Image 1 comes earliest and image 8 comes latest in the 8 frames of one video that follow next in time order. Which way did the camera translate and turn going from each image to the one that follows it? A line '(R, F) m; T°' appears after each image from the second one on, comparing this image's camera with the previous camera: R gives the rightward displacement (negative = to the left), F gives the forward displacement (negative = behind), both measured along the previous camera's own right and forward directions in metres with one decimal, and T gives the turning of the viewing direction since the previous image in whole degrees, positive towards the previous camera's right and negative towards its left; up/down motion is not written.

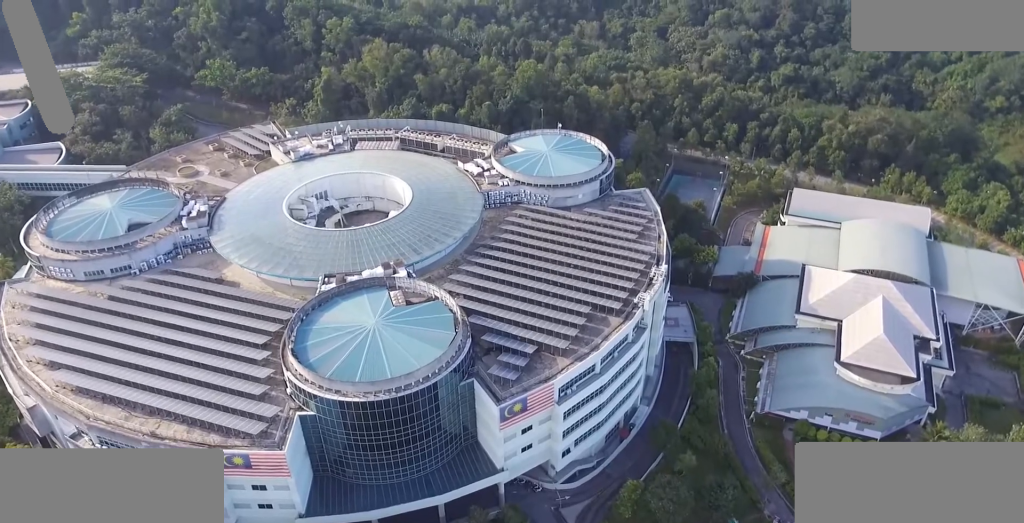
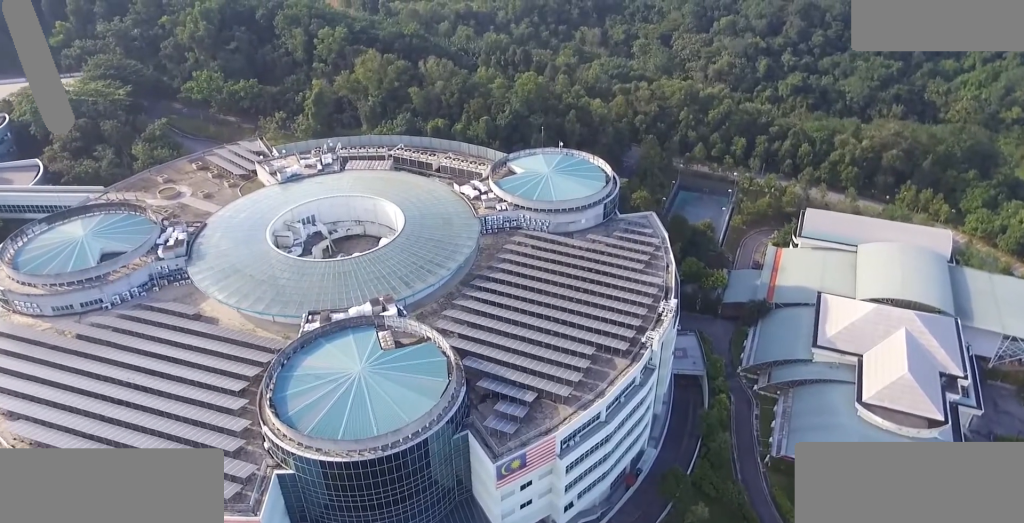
(0.0, +11.8) m; 0°
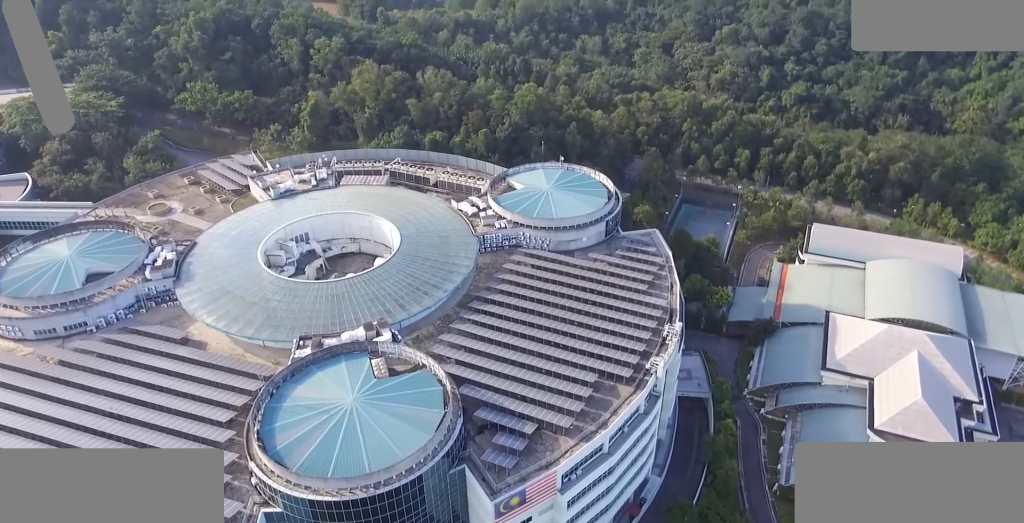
(0.0, +5.5) m; 0°
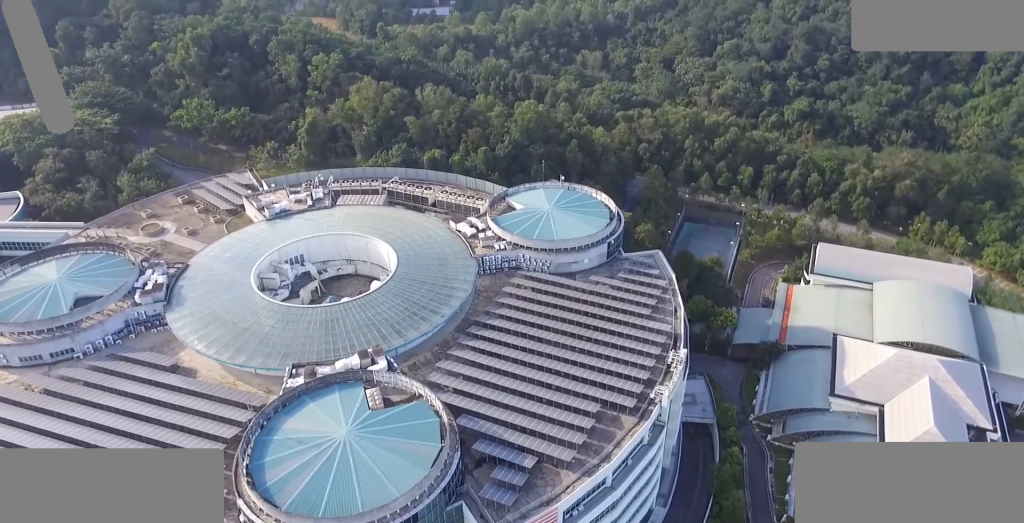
(0.0, +4.7) m; 0°
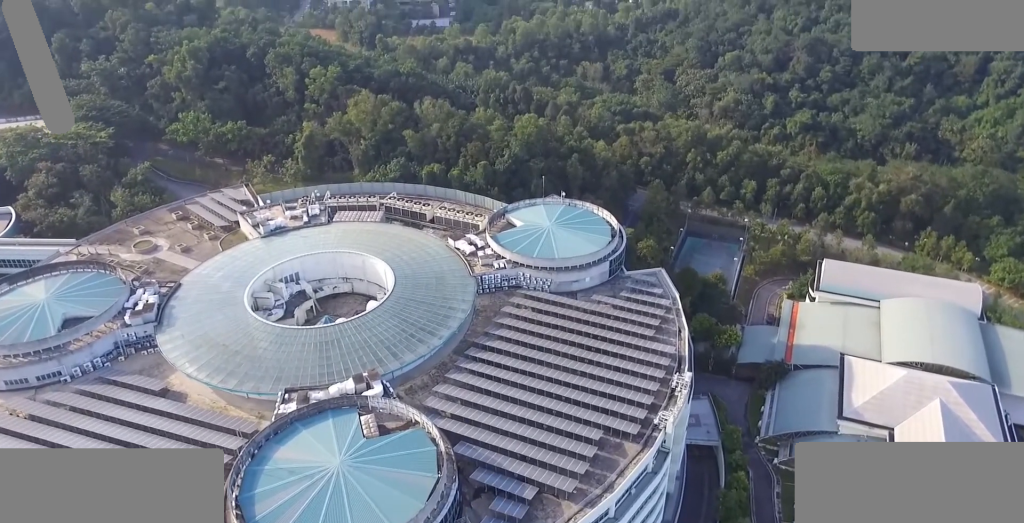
(0.0, +3.9) m; 0°
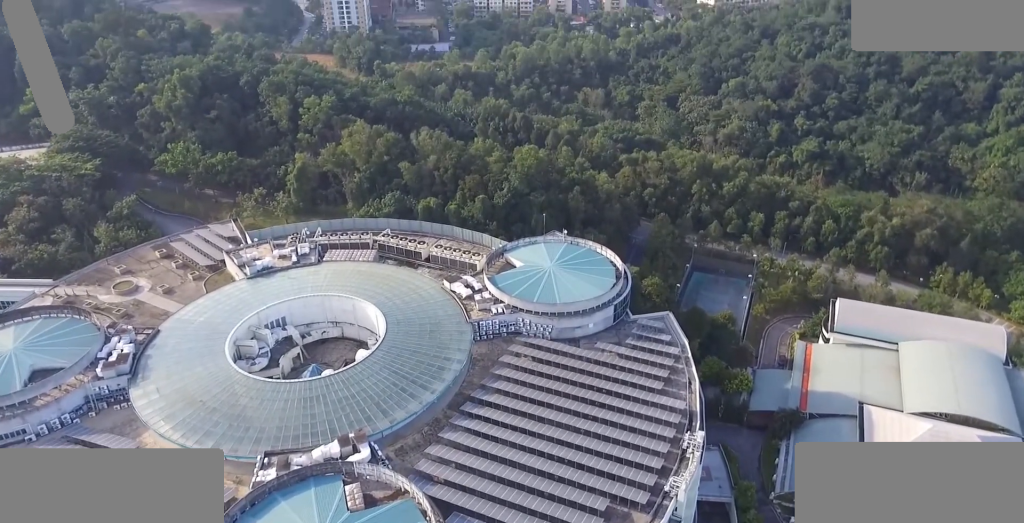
(0.0, +9.8) m; 0°
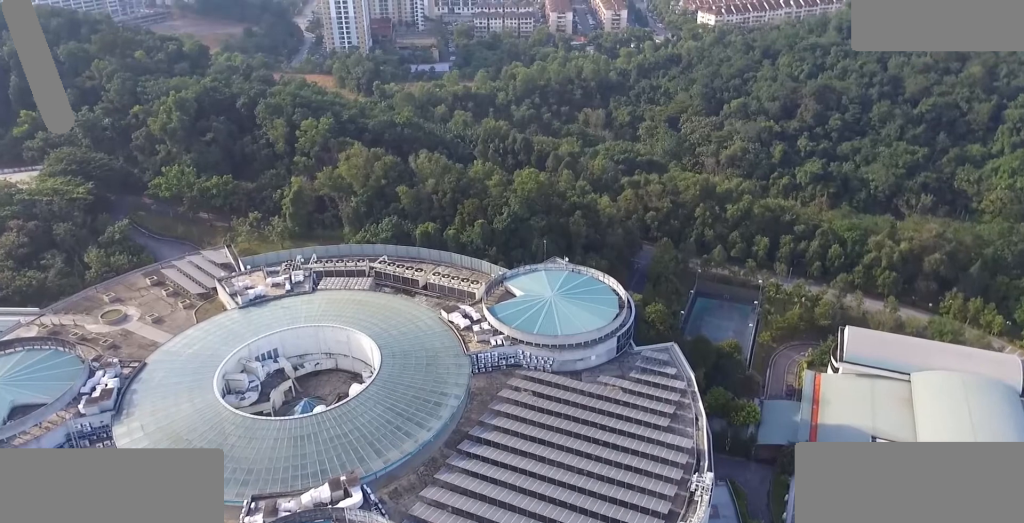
(0.0, +5.5) m; 0°
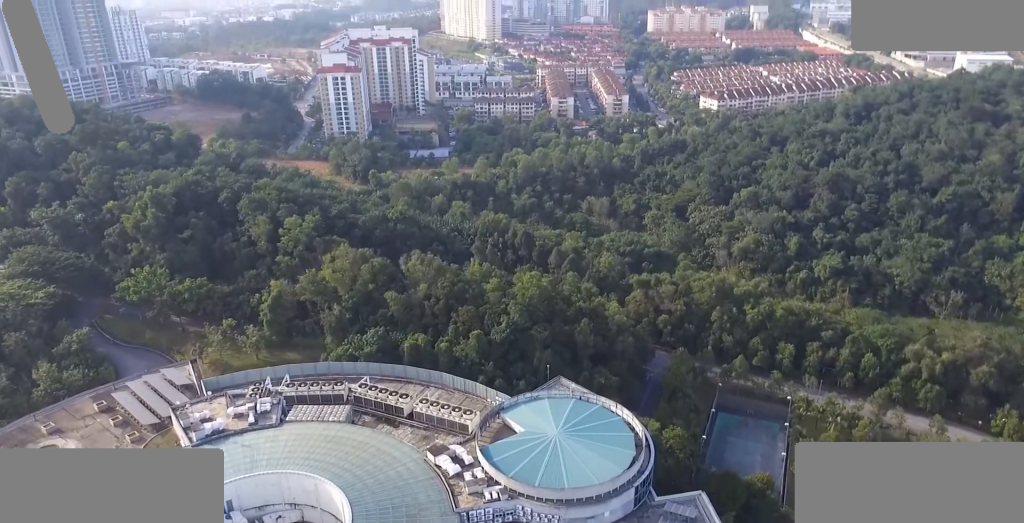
(0.0, +22.0) m; 0°
